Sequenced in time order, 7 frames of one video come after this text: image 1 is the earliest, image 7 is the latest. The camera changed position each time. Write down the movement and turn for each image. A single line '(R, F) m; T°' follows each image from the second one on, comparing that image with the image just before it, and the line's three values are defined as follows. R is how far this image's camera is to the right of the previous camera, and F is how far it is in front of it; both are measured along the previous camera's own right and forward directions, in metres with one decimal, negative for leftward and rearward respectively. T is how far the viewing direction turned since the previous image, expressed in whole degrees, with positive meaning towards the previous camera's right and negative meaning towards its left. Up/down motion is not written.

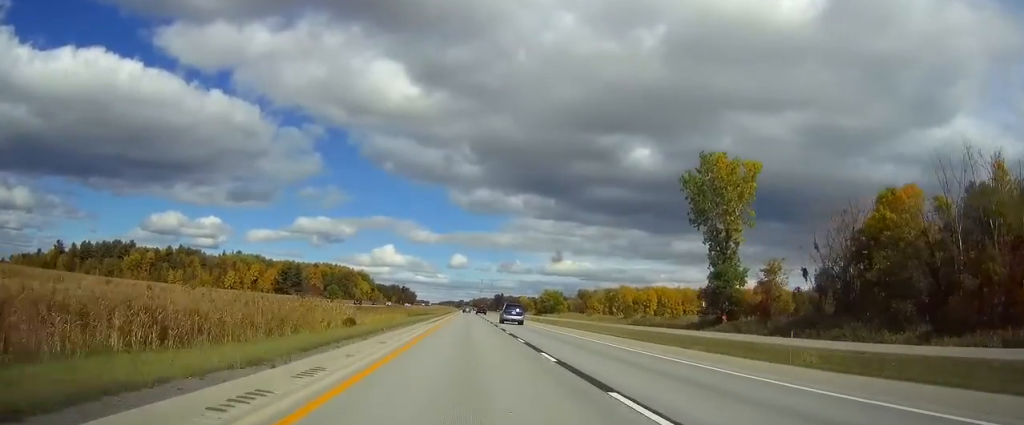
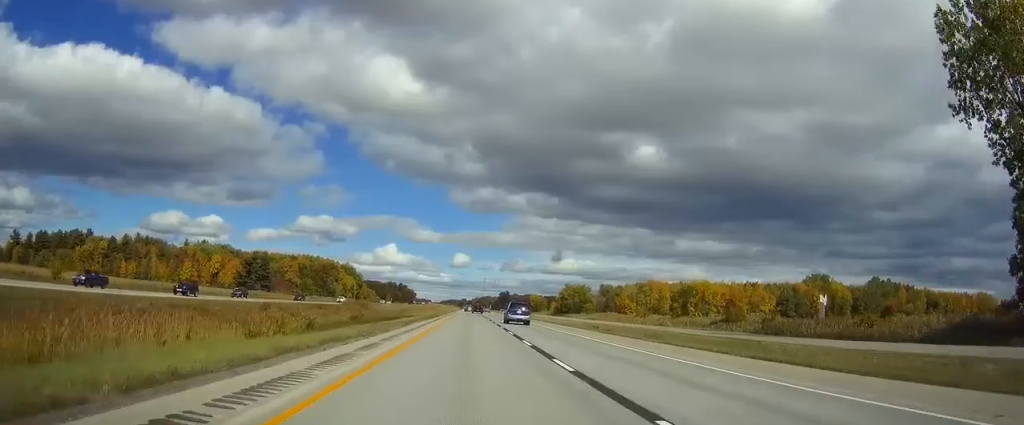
(+0.1, +65.0) m; 0°
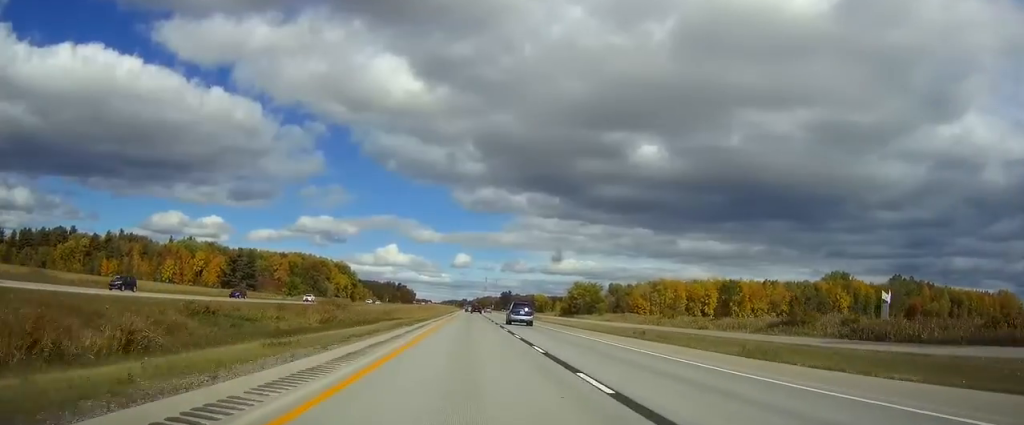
(-0.1, +21.3) m; 0°
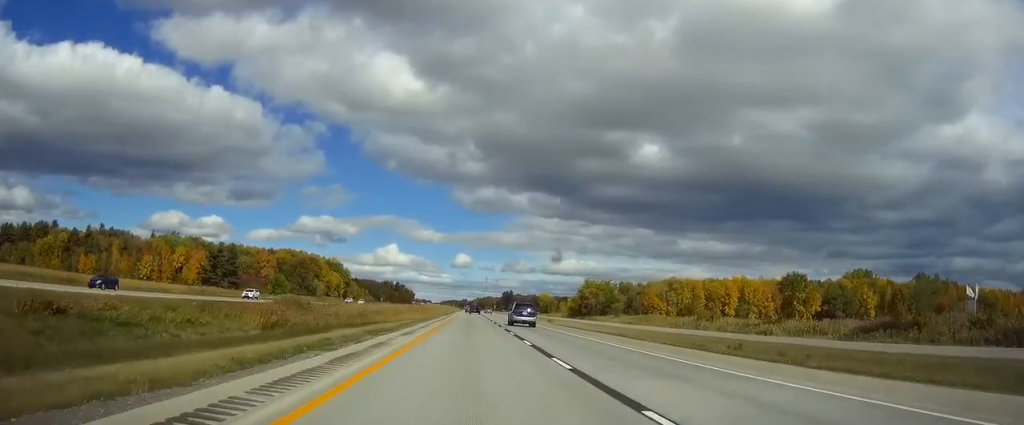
(0.0, +22.5) m; 0°
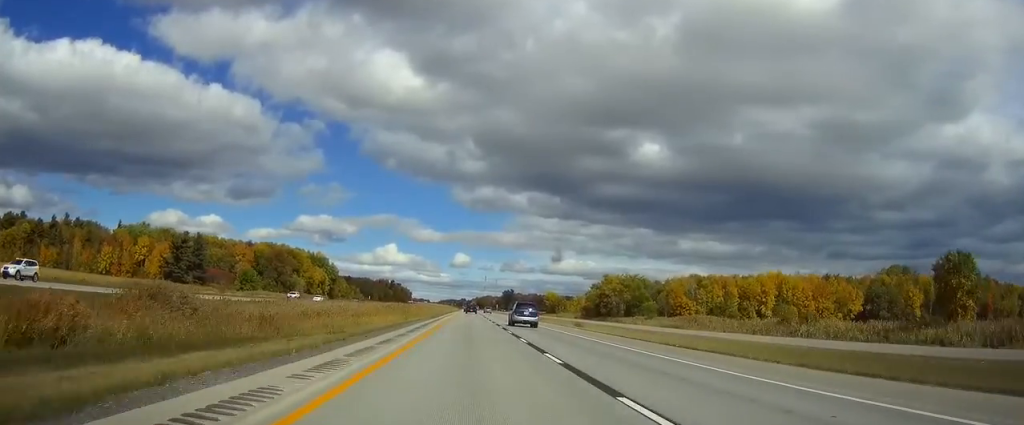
(+0.1, +34.4) m; 0°
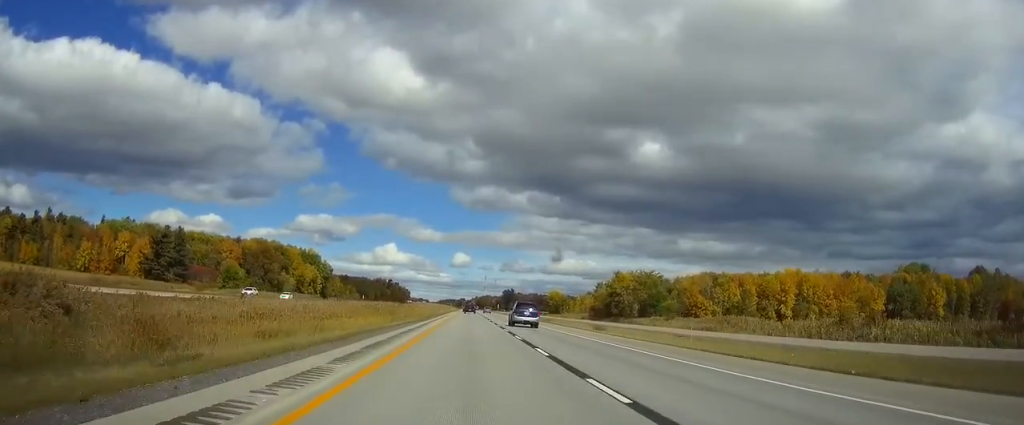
(0.0, +15.4) m; 0°
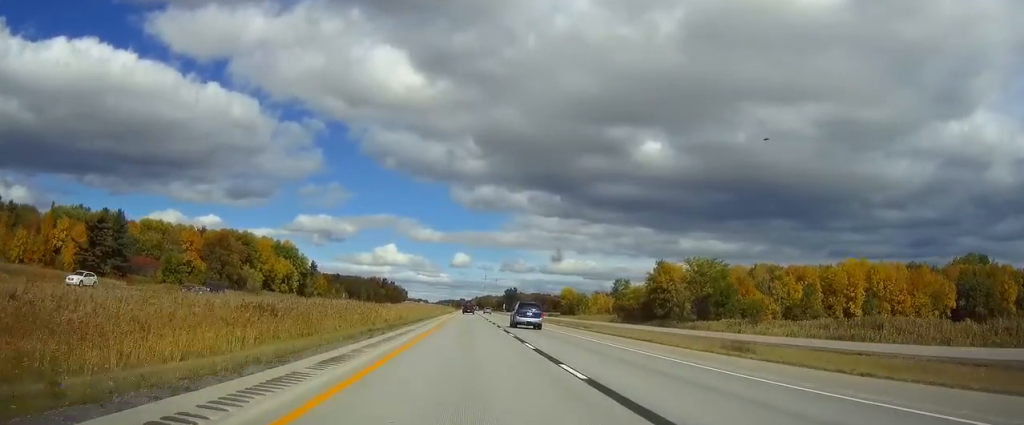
(0.0, +41.6) m; 0°
